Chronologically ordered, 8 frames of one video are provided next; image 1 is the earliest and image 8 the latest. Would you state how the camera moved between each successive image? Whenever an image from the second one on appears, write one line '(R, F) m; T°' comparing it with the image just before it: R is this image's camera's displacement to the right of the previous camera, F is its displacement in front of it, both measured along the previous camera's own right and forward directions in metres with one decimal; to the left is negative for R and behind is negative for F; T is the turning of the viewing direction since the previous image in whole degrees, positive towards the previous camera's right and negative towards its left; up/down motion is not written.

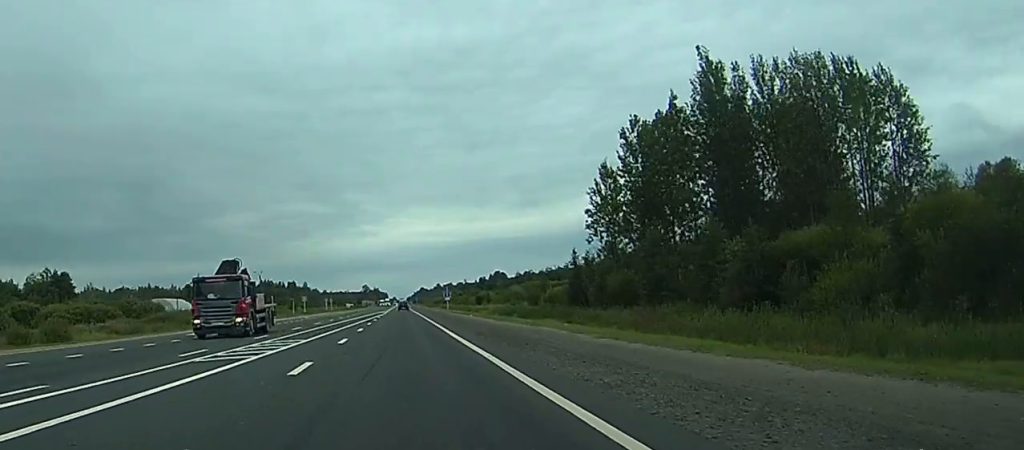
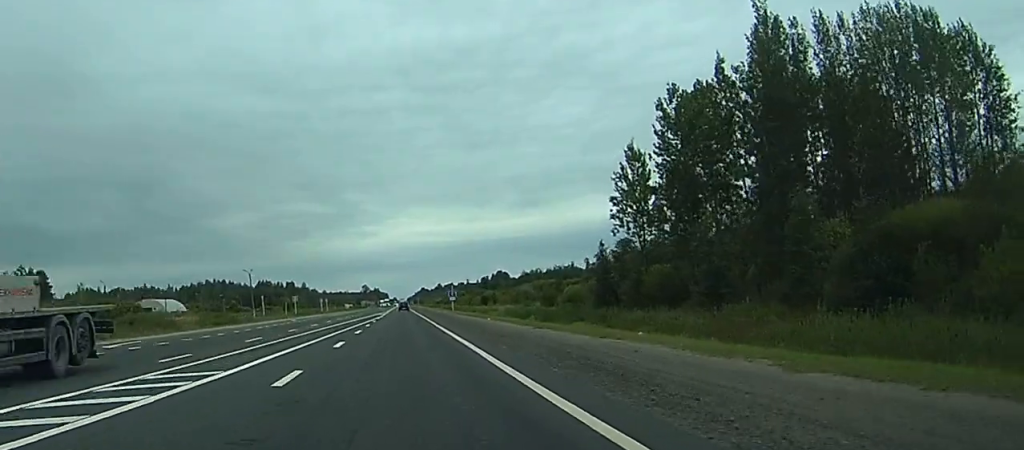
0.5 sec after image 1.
(0.0, +13.7) m; 0°
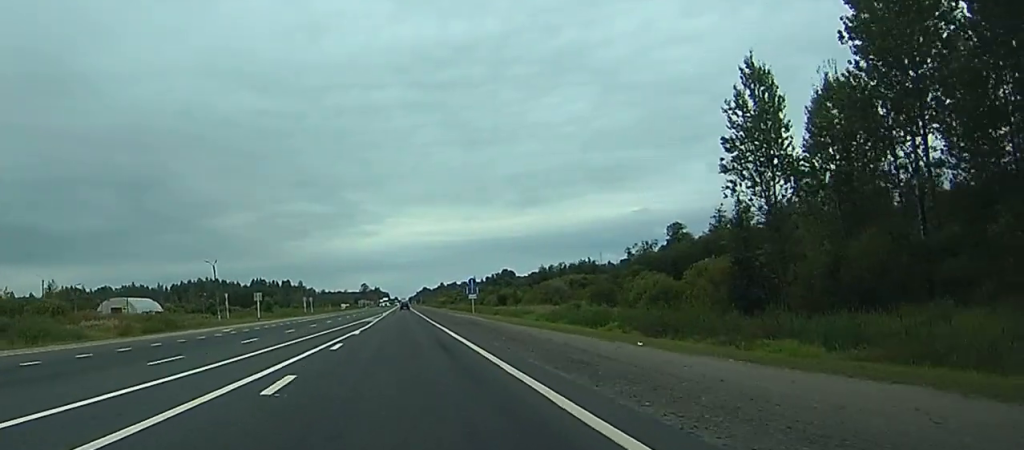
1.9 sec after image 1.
(0.0, +36.6) m; 0°
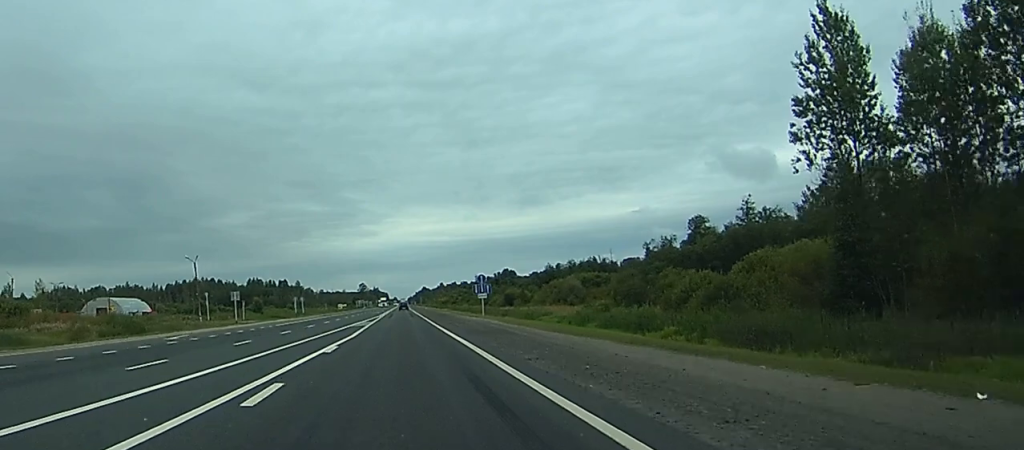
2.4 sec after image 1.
(0.0, +13.2) m; 0°
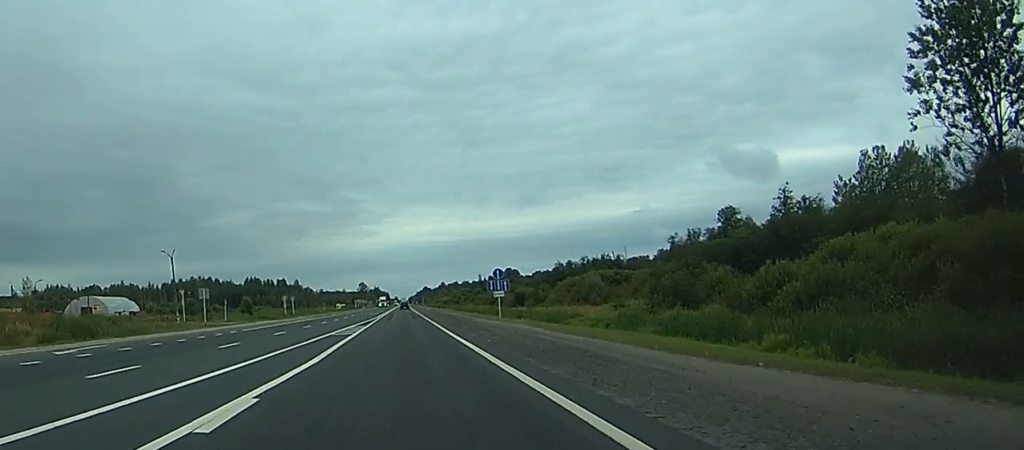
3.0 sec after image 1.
(0.0, +14.3) m; 0°
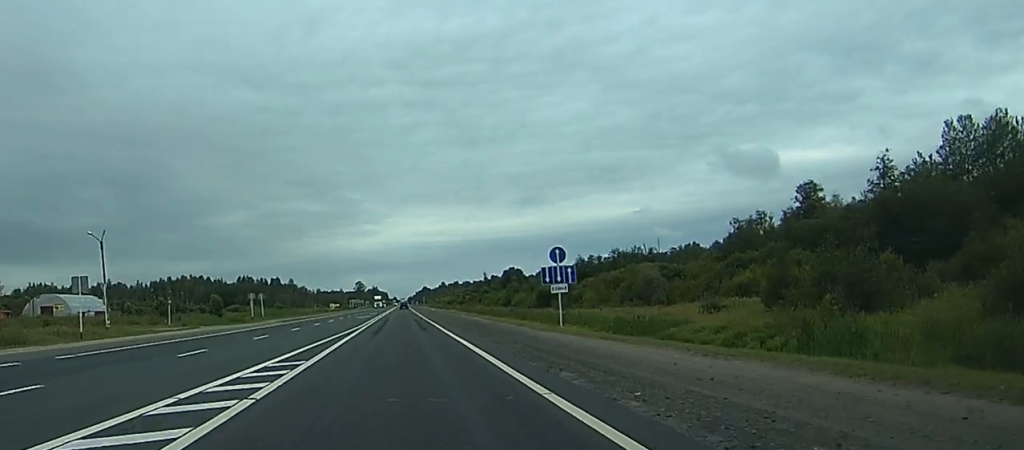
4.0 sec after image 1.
(0.0, +28.9) m; 0°
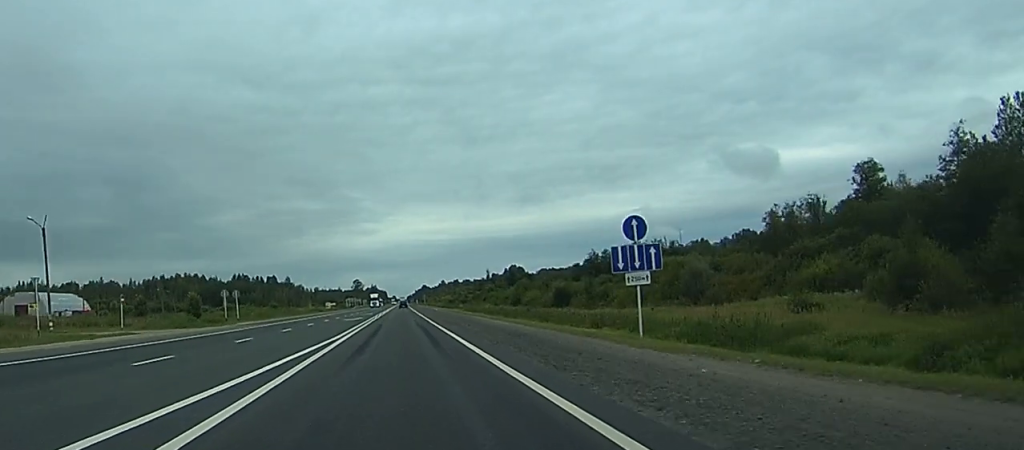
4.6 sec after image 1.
(0.0, +15.5) m; 0°
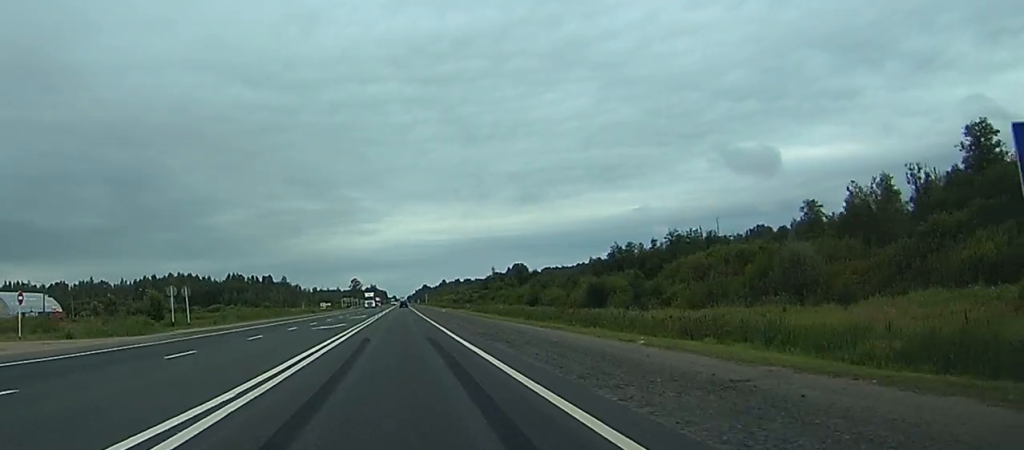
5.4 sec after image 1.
(0.0, +21.2) m; 0°
